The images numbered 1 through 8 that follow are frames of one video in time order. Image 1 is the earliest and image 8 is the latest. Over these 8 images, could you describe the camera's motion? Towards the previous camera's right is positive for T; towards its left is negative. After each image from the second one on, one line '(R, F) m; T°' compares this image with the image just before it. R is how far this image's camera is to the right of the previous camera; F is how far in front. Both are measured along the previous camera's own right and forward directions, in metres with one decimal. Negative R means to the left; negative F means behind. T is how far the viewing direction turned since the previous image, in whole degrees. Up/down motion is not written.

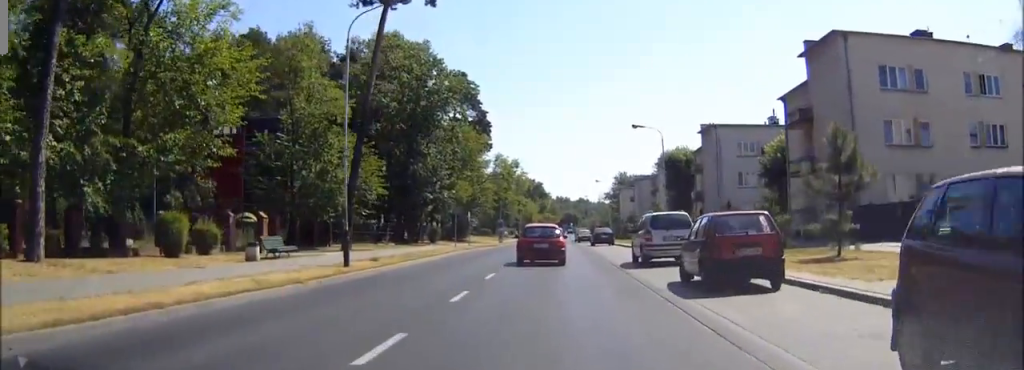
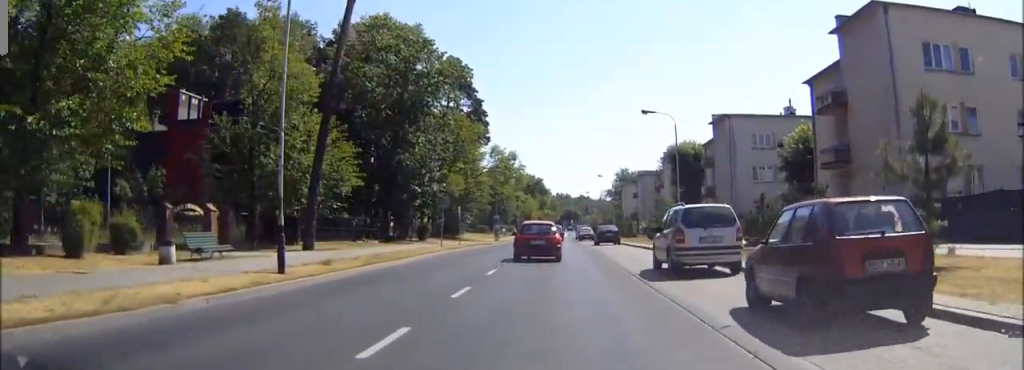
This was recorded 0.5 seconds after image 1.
(0.0, +5.6) m; 0°
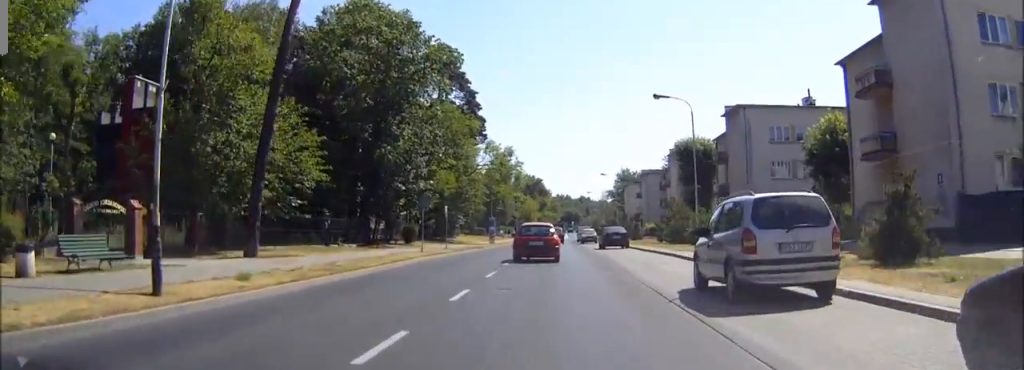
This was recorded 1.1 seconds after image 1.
(0.0, +6.0) m; 0°
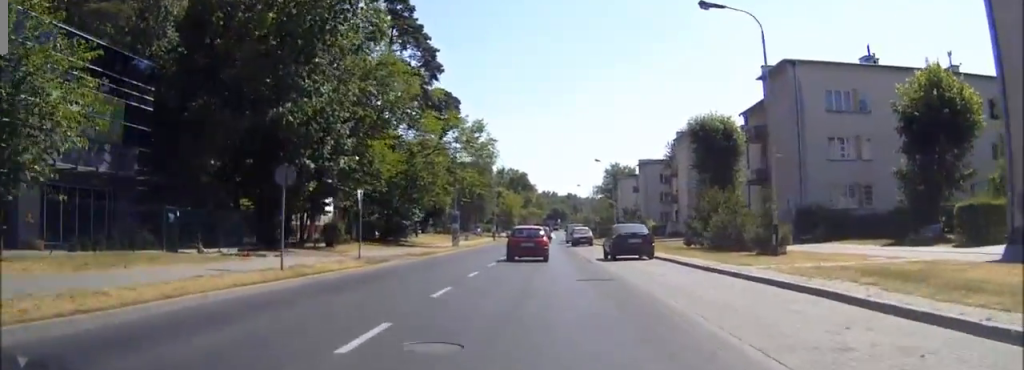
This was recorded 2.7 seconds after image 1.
(+0.1, +17.3) m; +1°
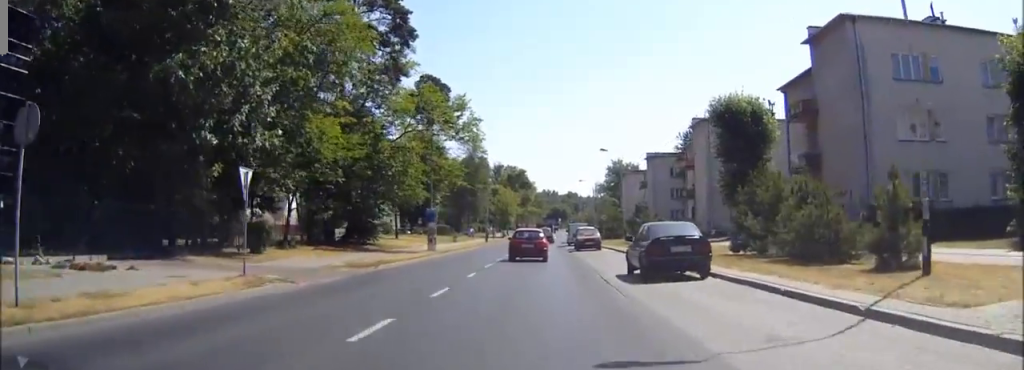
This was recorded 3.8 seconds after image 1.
(0.0, +10.8) m; 0°
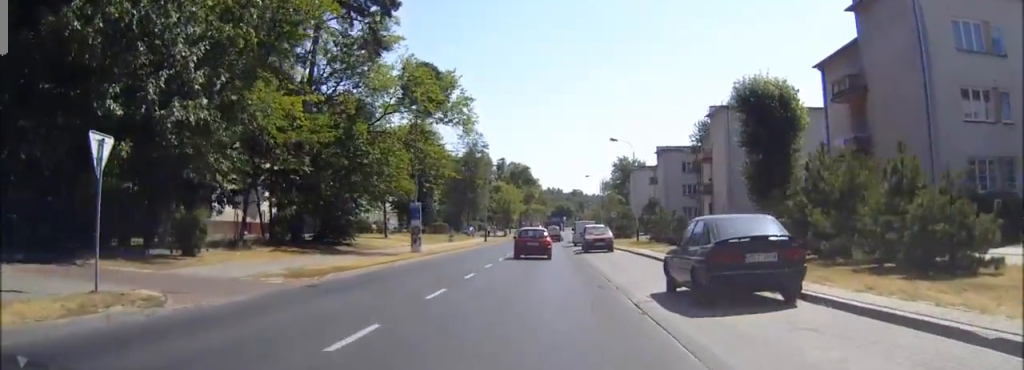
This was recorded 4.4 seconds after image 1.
(0.0, +6.7) m; 0°
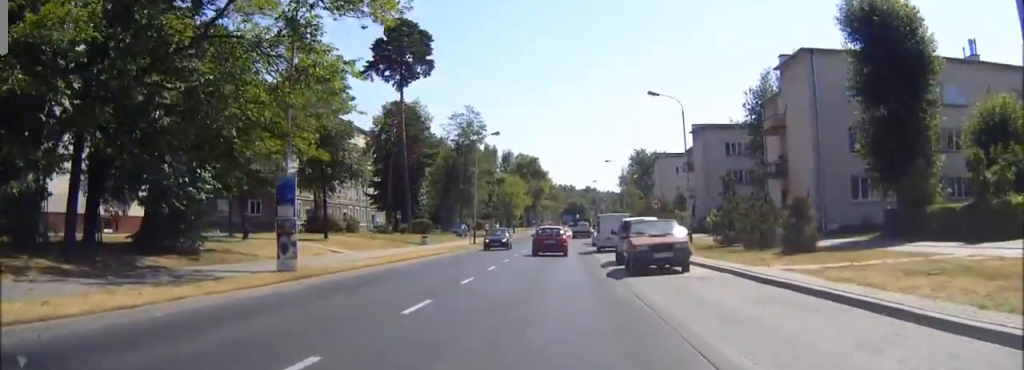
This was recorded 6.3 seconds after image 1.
(-0.2, +20.2) m; -1°
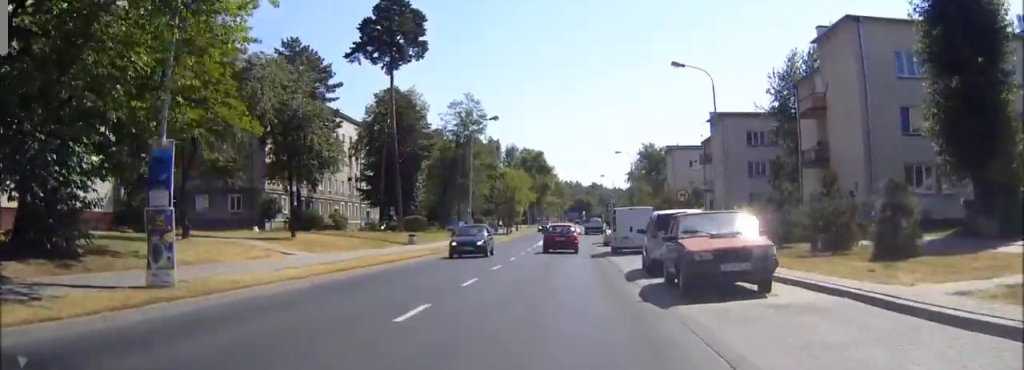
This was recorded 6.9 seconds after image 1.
(+0.1, +7.1) m; 0°
